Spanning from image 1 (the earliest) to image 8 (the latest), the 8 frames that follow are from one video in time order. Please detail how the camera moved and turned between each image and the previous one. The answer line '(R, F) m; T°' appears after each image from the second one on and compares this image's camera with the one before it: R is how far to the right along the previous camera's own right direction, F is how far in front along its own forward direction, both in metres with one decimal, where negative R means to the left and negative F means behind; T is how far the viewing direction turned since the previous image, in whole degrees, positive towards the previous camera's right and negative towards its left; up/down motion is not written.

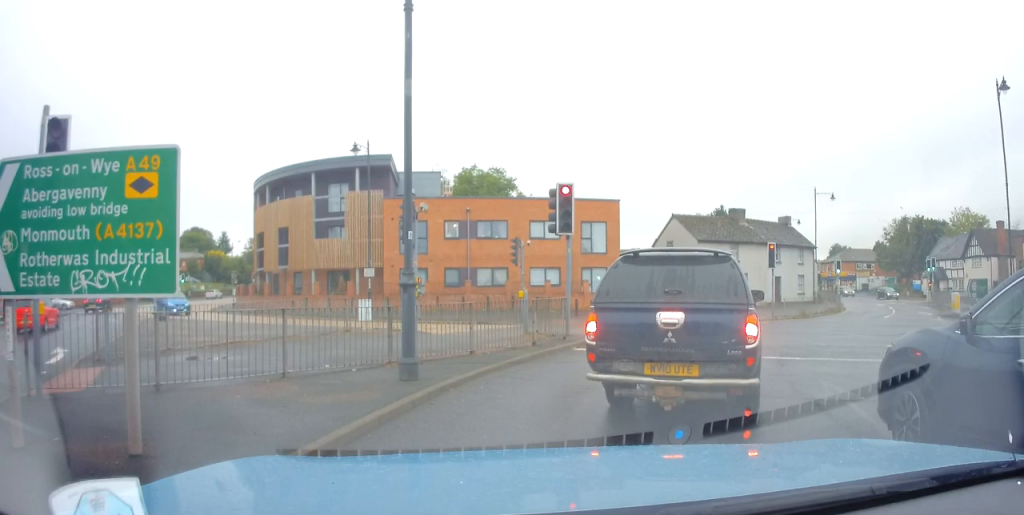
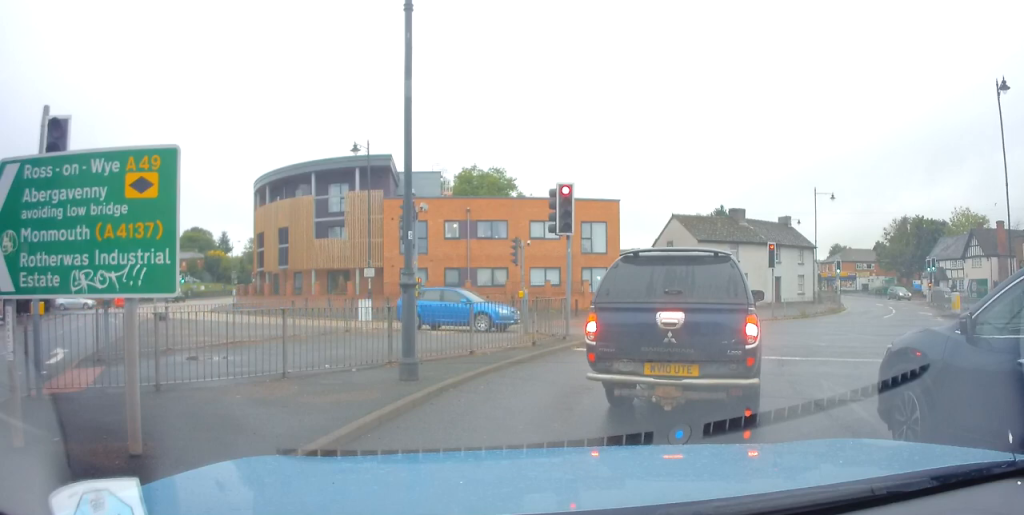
(0.0, 0.0) m; 0°
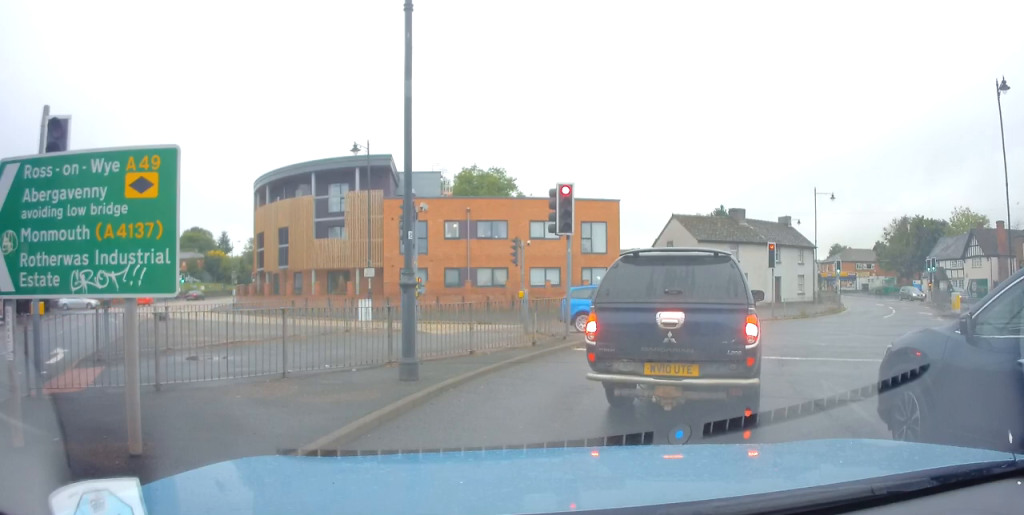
(0.0, 0.0) m; 0°
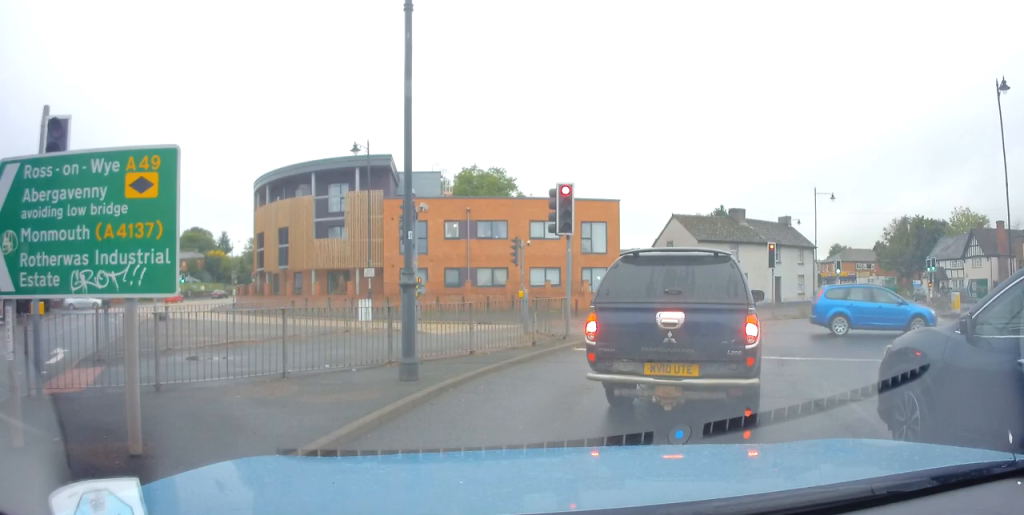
(0.0, 0.0) m; 0°
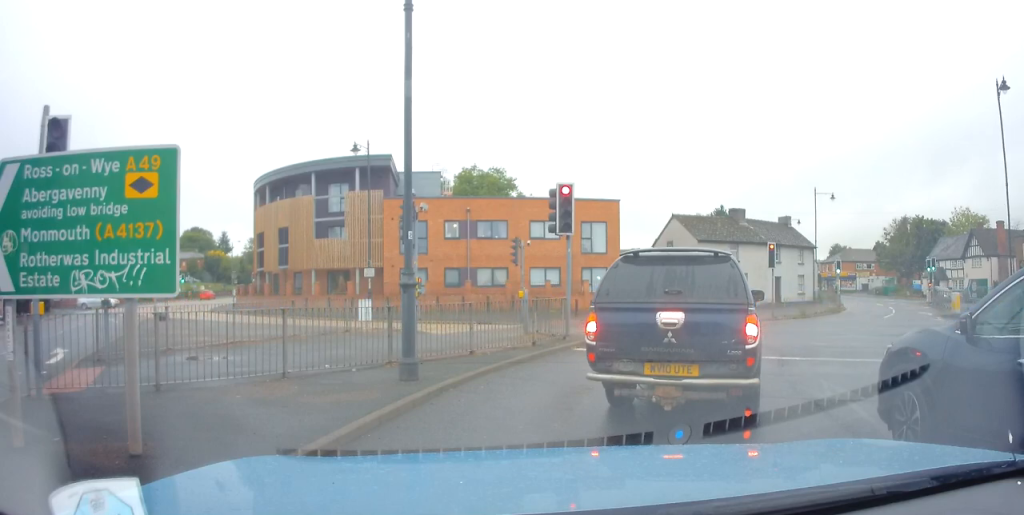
(0.0, 0.0) m; 0°
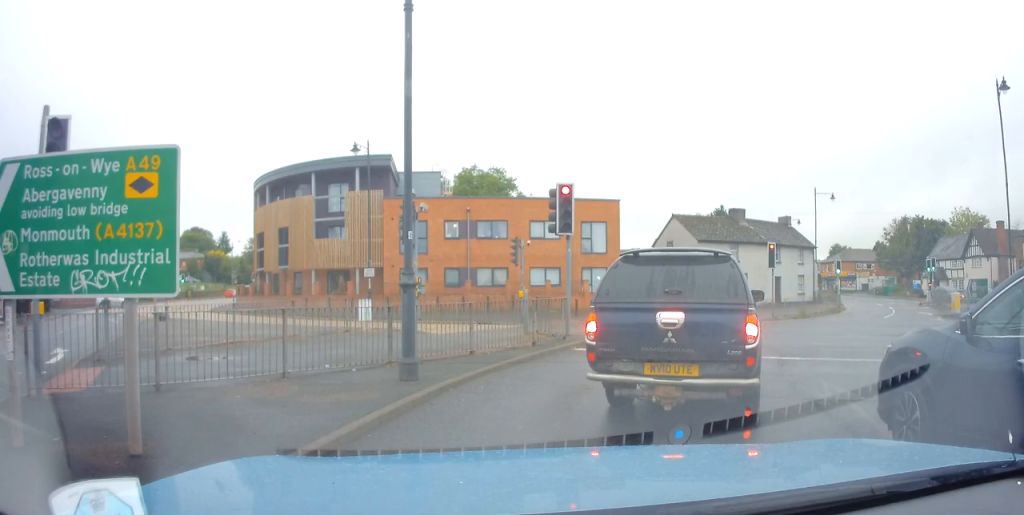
(0.0, 0.0) m; 0°
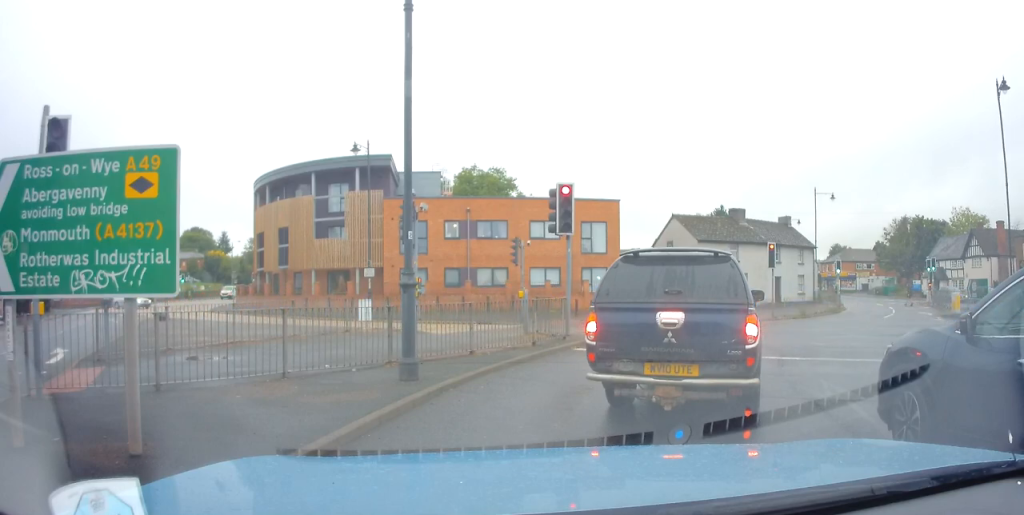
(0.0, 0.0) m; 0°
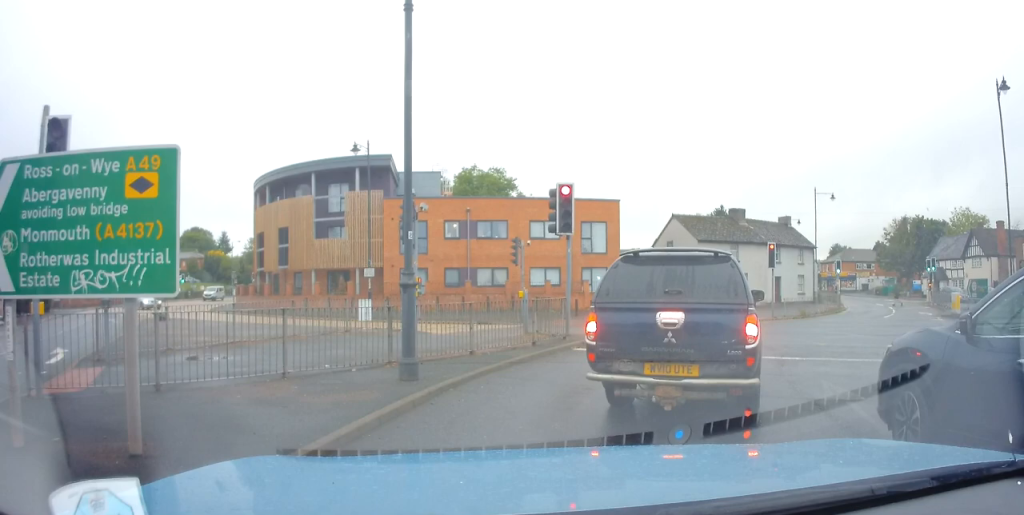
(0.0, 0.0) m; 0°
